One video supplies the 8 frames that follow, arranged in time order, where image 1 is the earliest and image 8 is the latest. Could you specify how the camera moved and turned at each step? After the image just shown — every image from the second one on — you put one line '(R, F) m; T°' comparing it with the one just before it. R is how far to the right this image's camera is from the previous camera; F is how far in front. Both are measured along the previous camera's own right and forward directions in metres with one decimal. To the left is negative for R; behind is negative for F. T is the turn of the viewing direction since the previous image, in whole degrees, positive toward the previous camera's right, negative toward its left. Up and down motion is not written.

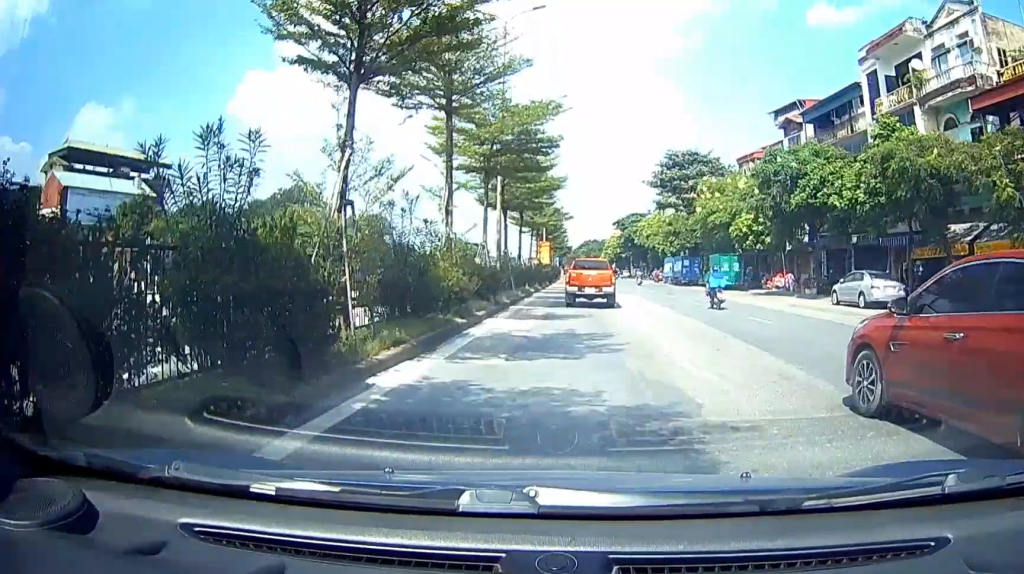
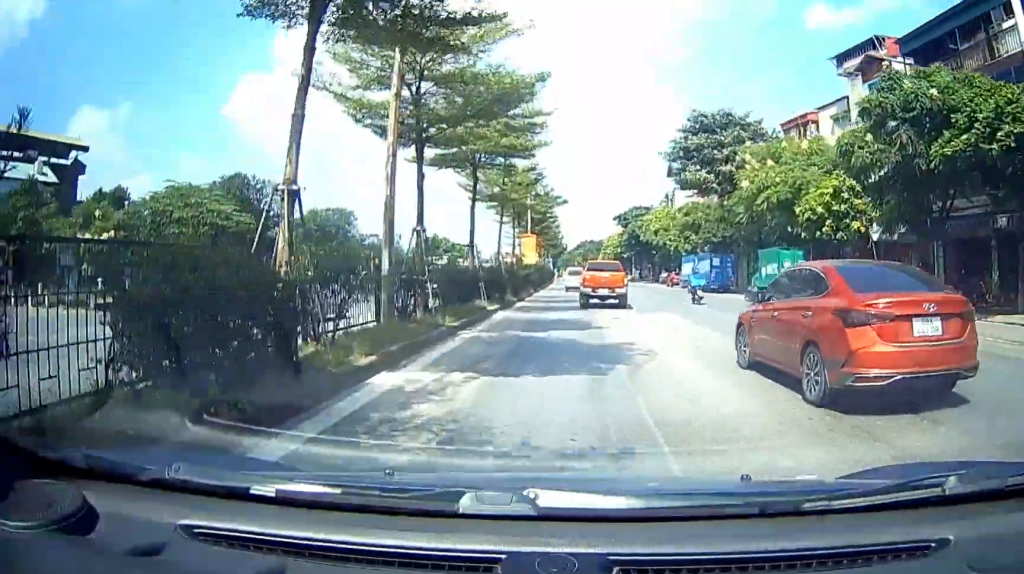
(-0.1, +13.7) m; +1°
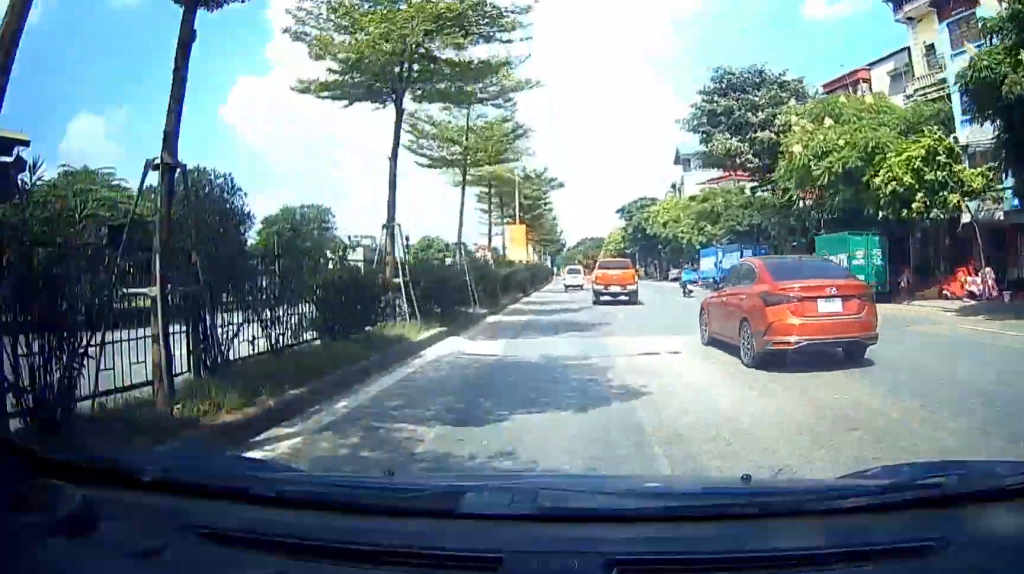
(+0.2, +8.2) m; 0°
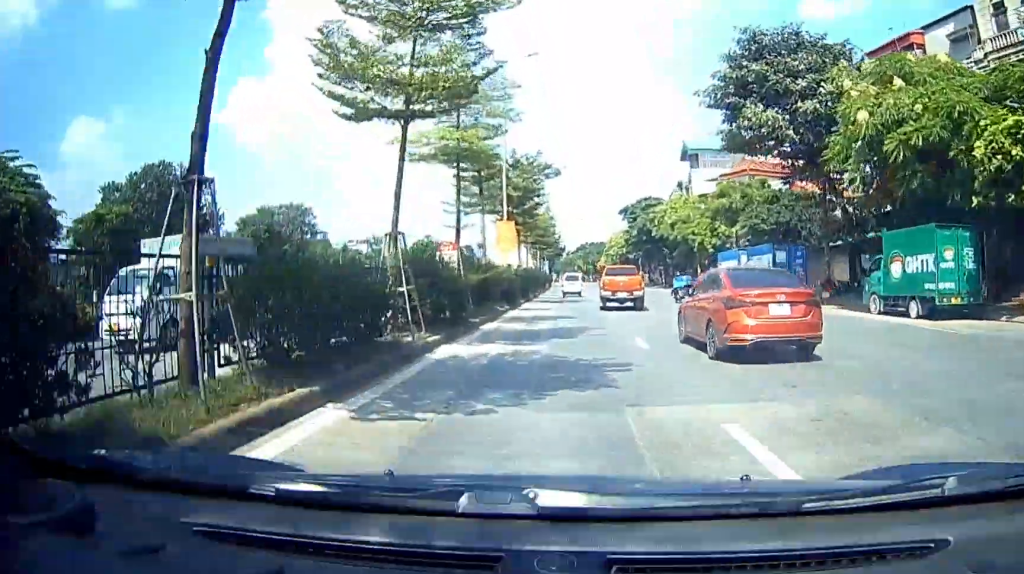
(-0.1, +6.2) m; -1°
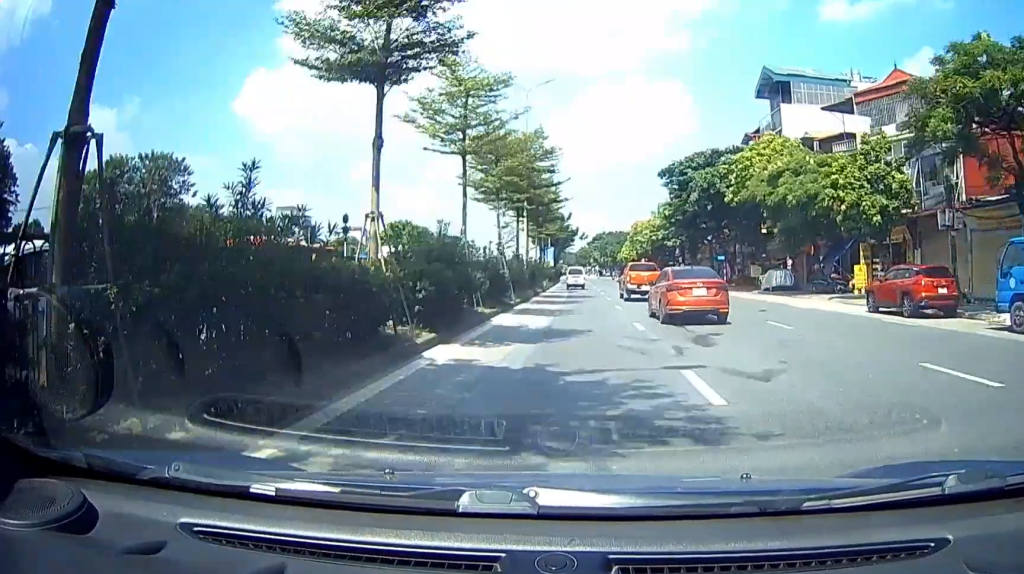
(-0.1, +29.5) m; 0°
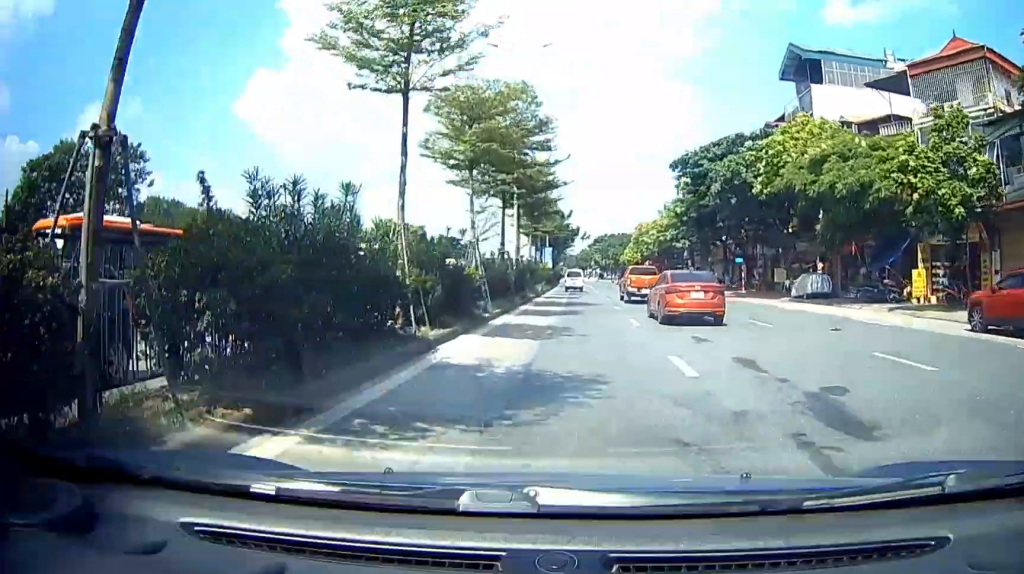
(0.0, +5.8) m; 0°
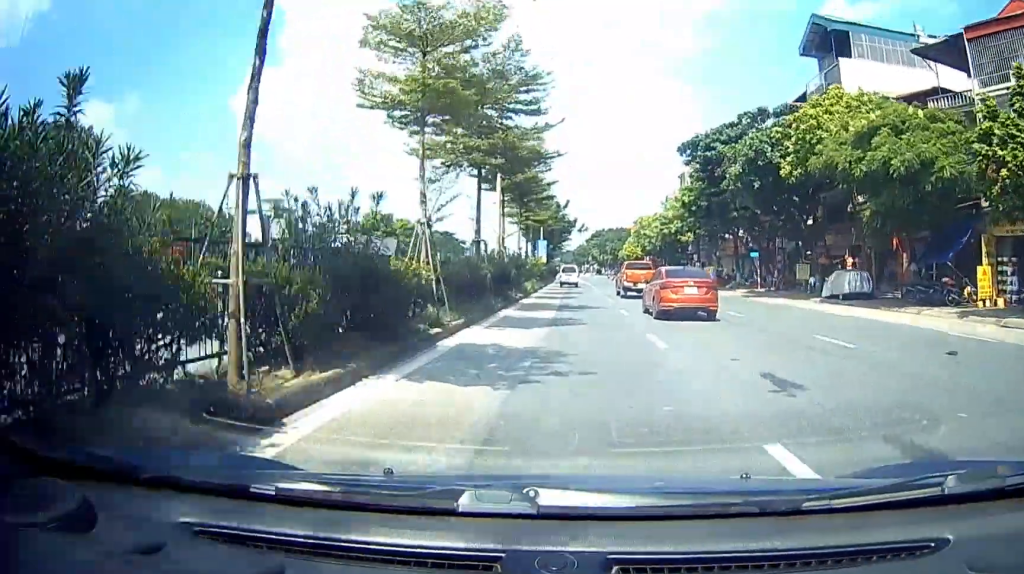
(0.0, +4.9) m; -1°
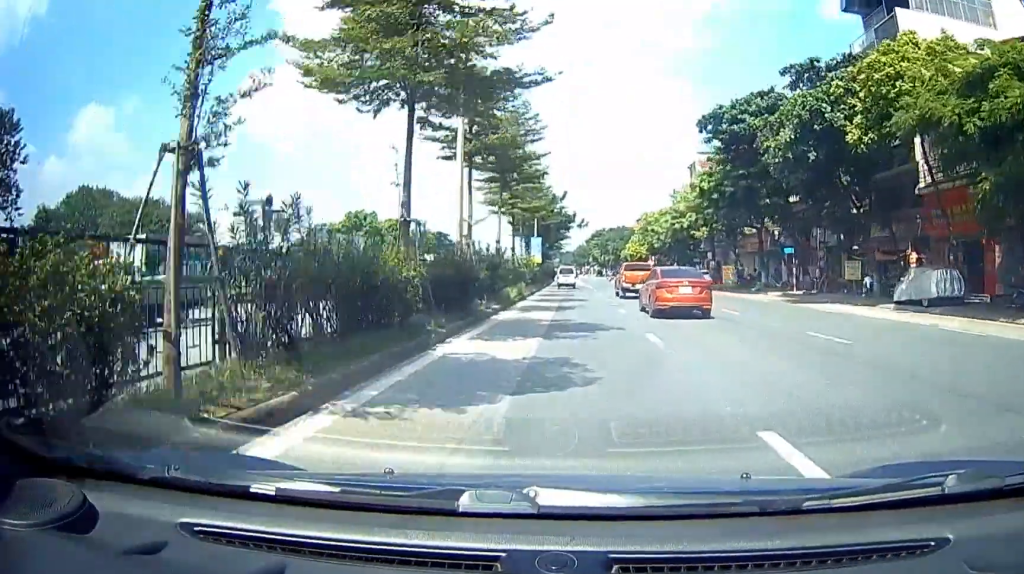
(0.0, +7.2) m; -1°
